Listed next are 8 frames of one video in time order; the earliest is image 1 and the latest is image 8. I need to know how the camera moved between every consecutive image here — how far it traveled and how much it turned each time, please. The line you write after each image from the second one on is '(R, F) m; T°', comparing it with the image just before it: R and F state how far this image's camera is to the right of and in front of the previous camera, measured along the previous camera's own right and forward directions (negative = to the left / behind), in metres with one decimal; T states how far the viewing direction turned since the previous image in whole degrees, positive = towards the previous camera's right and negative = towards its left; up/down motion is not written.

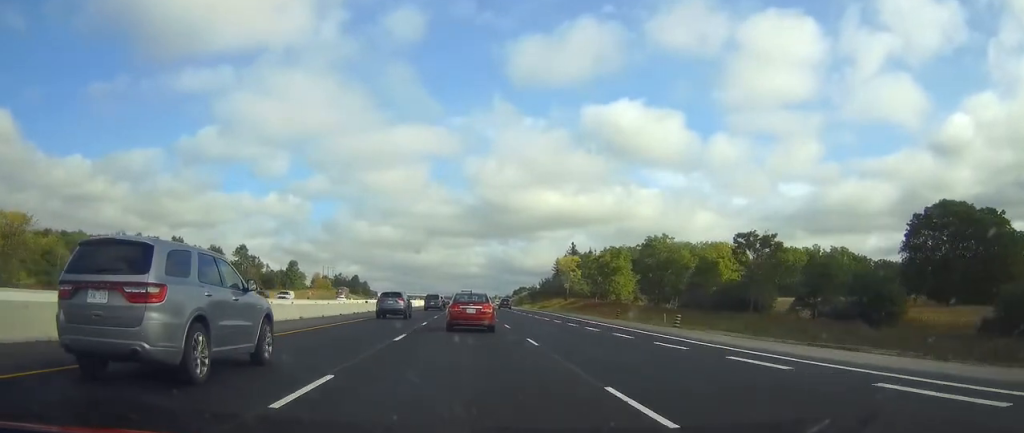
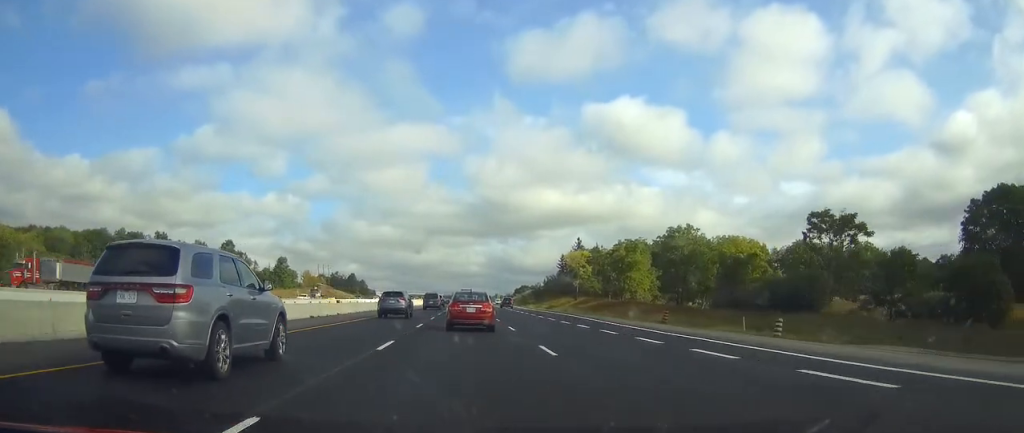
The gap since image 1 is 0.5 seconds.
(0.0, +16.1) m; 0°
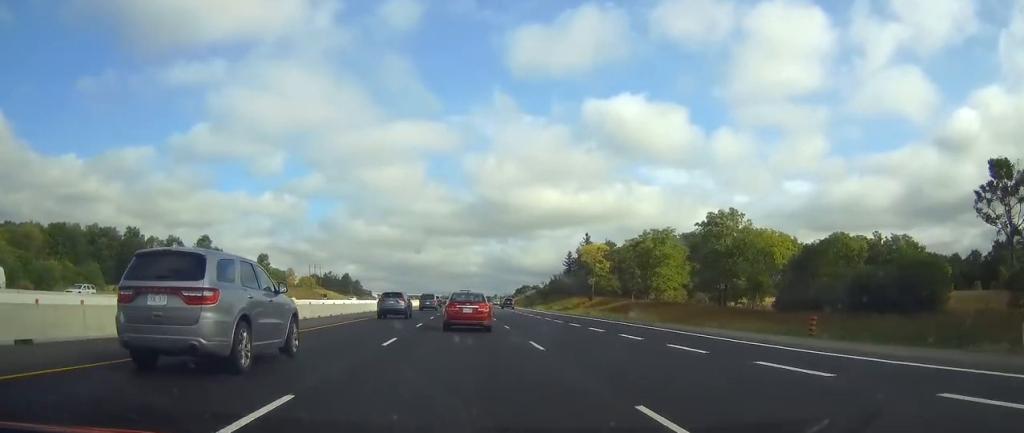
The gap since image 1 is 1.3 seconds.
(+0.2, +22.8) m; 0°
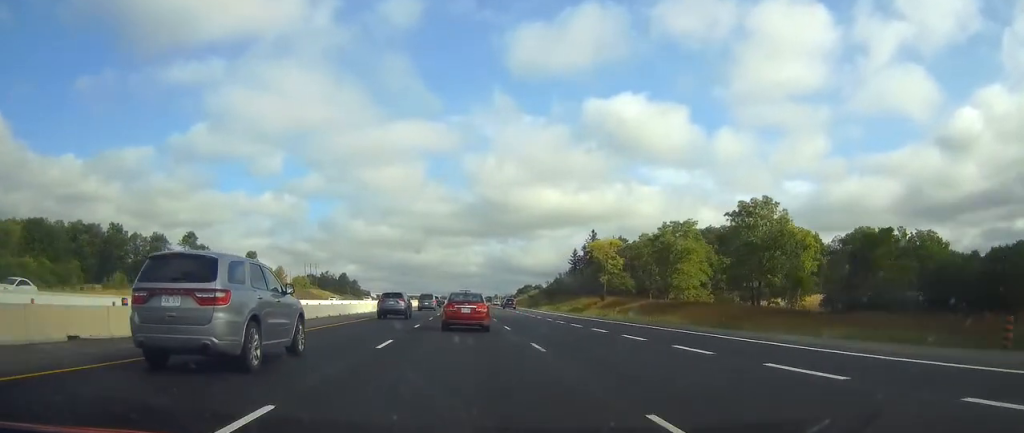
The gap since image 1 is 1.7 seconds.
(0.0, +12.9) m; 0°
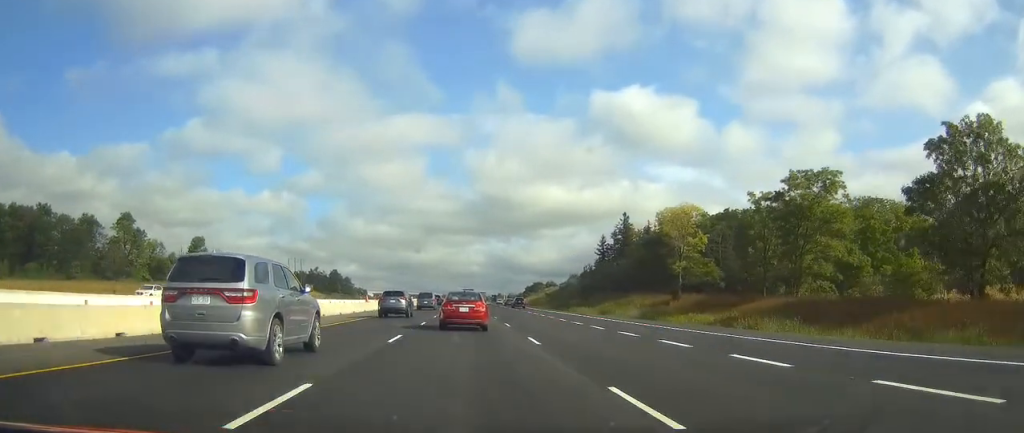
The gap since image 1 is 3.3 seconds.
(-0.3, +46.0) m; 0°
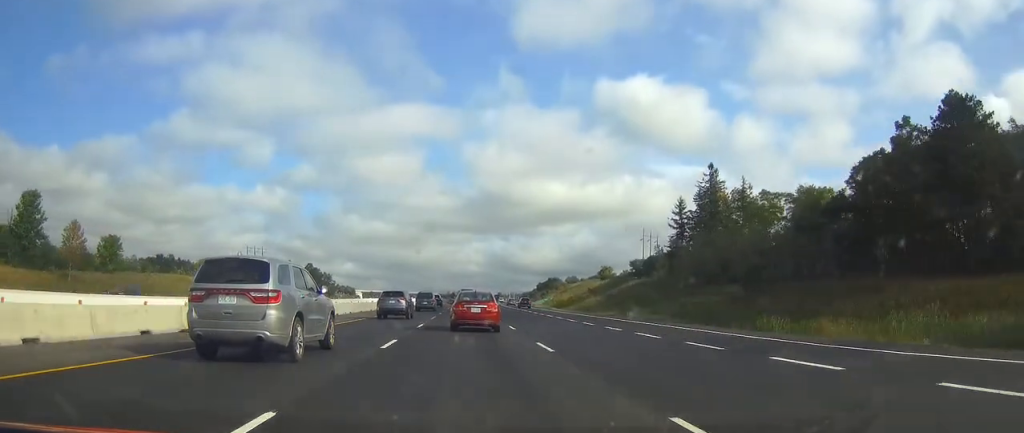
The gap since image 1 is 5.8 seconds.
(+0.1, +70.0) m; 0°
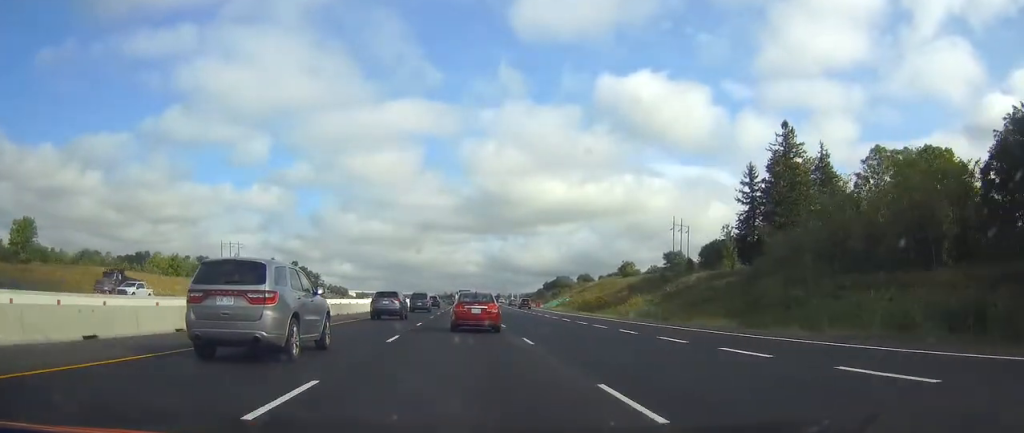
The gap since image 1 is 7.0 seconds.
(+0.1, +29.2) m; +2°
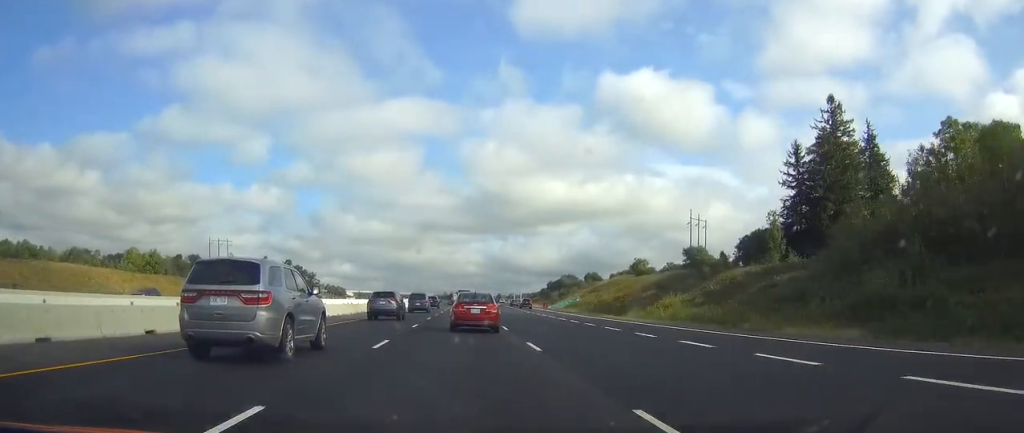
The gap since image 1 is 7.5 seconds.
(-0.3, +12.1) m; +1°
